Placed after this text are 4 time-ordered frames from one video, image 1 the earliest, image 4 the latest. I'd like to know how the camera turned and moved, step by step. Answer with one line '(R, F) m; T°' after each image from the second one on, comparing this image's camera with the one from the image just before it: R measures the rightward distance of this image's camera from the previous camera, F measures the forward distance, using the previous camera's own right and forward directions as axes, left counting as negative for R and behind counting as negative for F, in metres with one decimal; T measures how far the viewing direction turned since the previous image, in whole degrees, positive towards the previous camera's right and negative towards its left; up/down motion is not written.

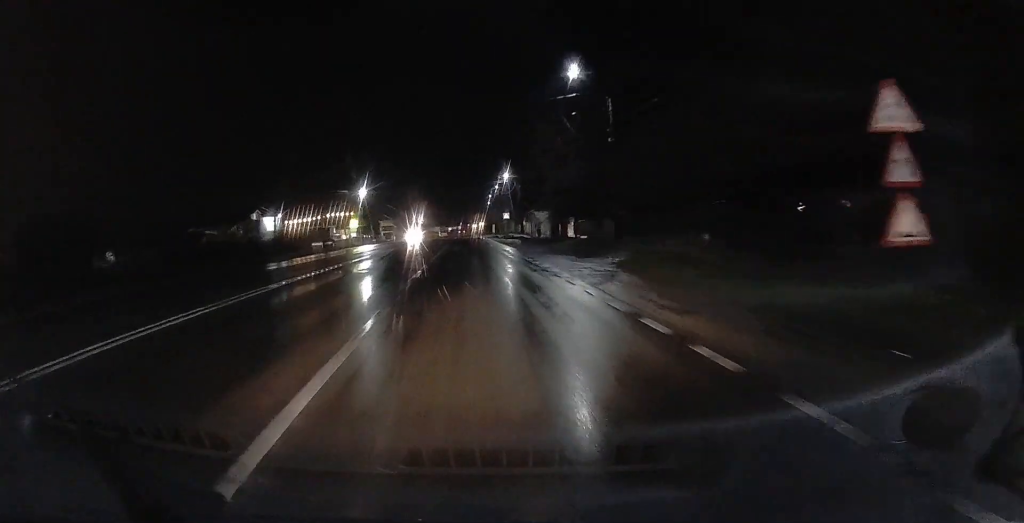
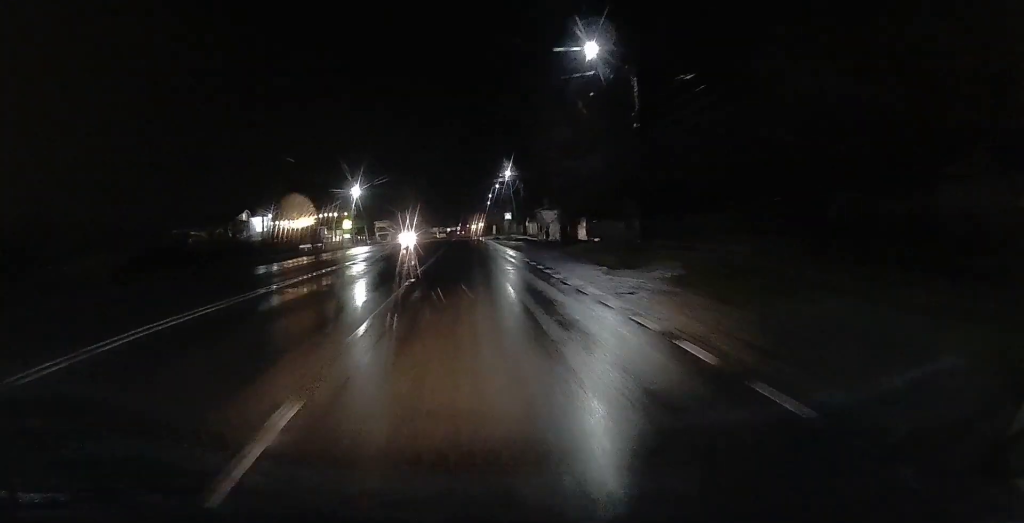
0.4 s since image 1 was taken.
(0.0, +5.2) m; 0°
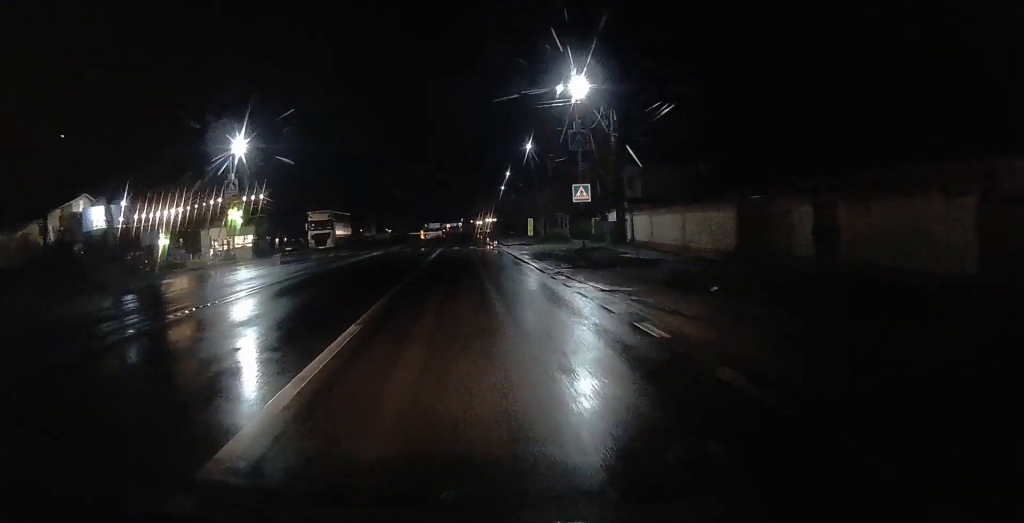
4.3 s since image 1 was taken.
(-0.4, +51.4) m; -3°
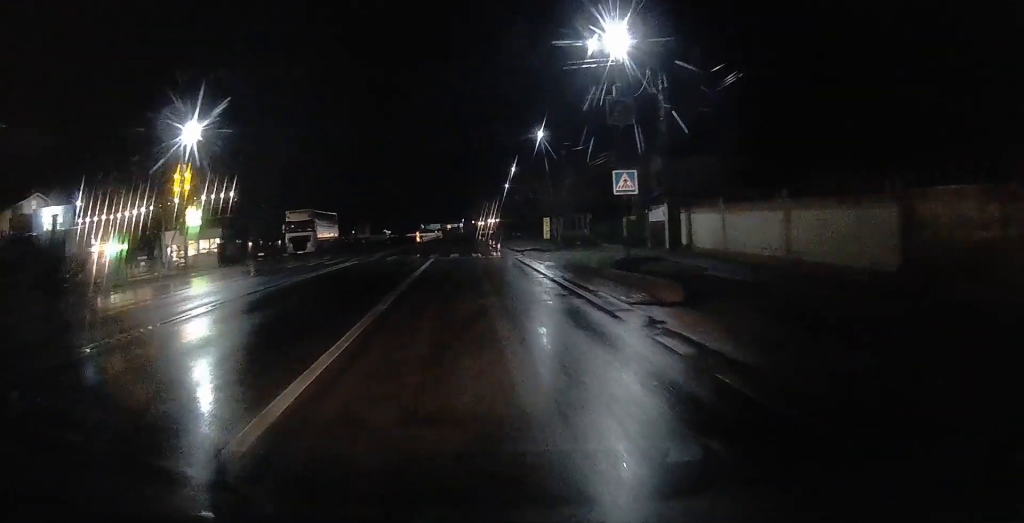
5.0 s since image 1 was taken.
(-0.1, +8.8) m; 0°
